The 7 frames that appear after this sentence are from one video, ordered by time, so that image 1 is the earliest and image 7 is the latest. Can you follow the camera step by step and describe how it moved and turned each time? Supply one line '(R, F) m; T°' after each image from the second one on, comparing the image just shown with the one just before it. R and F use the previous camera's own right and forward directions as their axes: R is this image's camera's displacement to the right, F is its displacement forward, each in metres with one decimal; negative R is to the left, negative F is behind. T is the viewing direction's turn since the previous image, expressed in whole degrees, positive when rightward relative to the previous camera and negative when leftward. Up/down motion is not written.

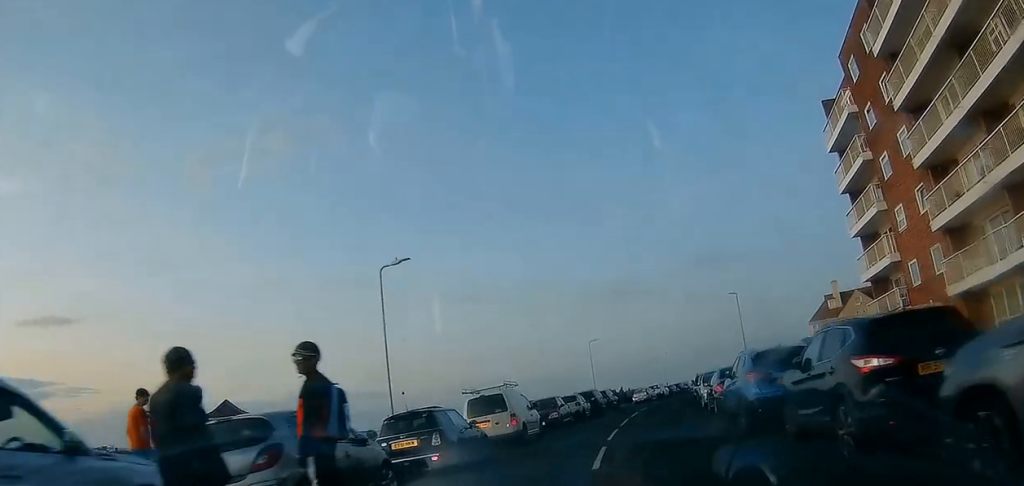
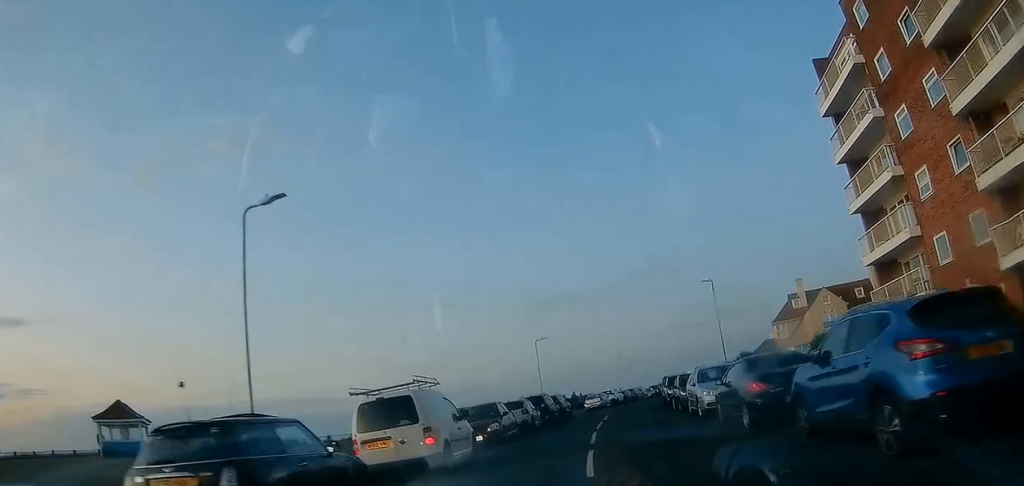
(+0.3, +7.6) m; +5°
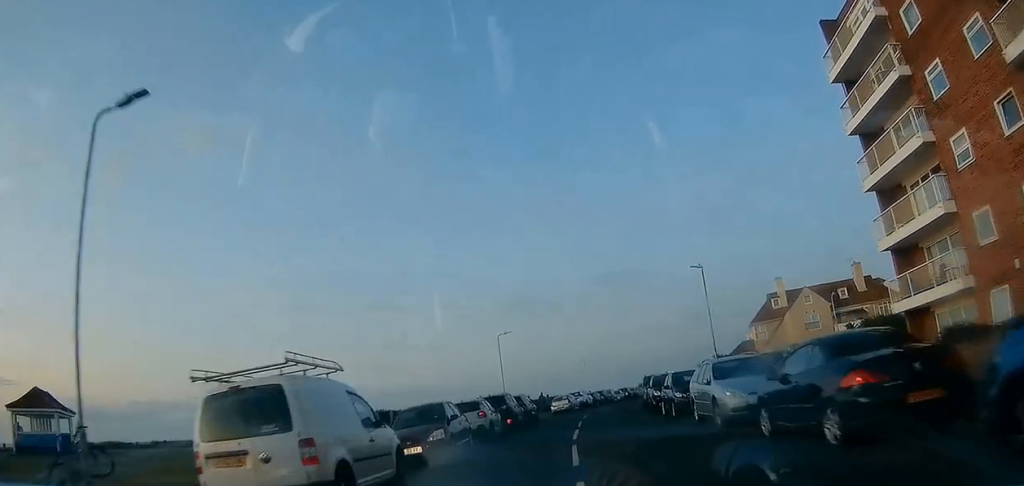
(+0.2, +5.7) m; +3°
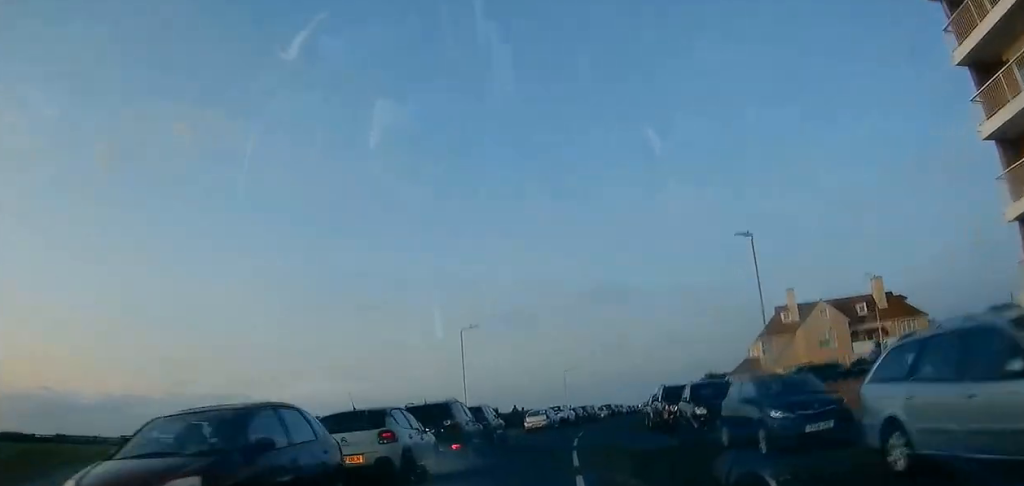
(+0.5, +11.0) m; +4°
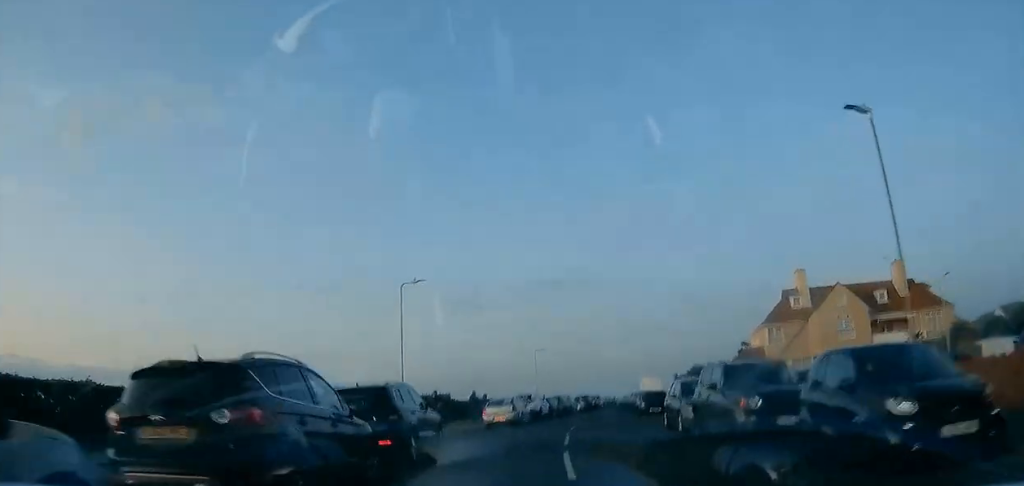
(+0.2, +9.9) m; +2°
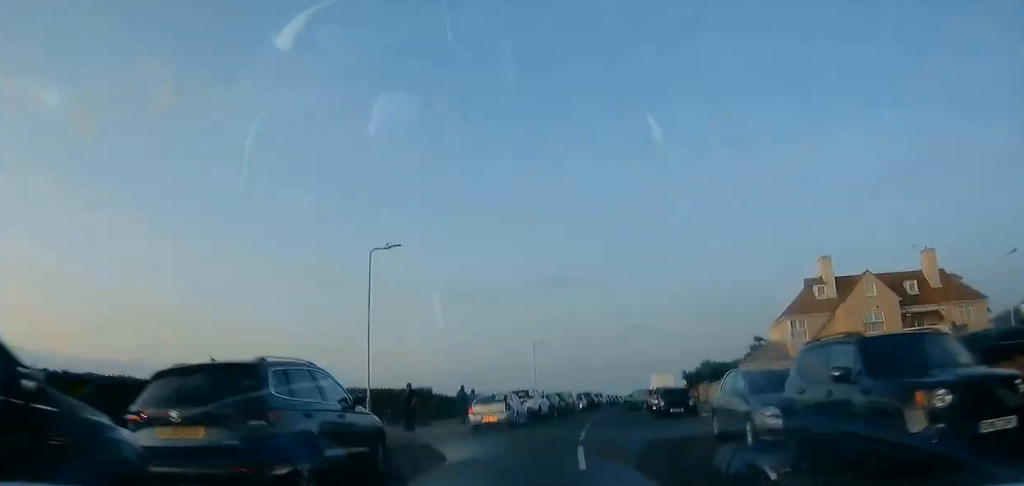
(0.0, +5.2) m; +1°
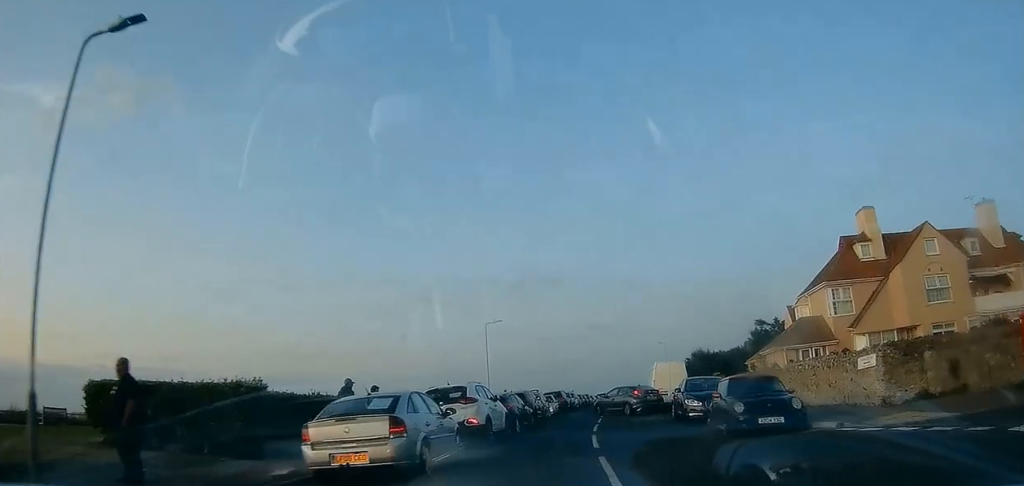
(+0.3, +14.2) m; +3°
